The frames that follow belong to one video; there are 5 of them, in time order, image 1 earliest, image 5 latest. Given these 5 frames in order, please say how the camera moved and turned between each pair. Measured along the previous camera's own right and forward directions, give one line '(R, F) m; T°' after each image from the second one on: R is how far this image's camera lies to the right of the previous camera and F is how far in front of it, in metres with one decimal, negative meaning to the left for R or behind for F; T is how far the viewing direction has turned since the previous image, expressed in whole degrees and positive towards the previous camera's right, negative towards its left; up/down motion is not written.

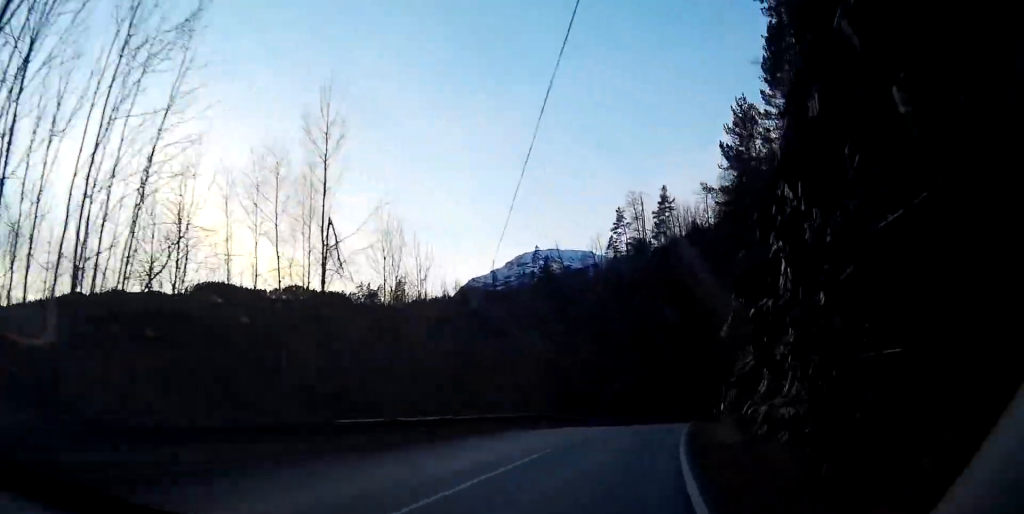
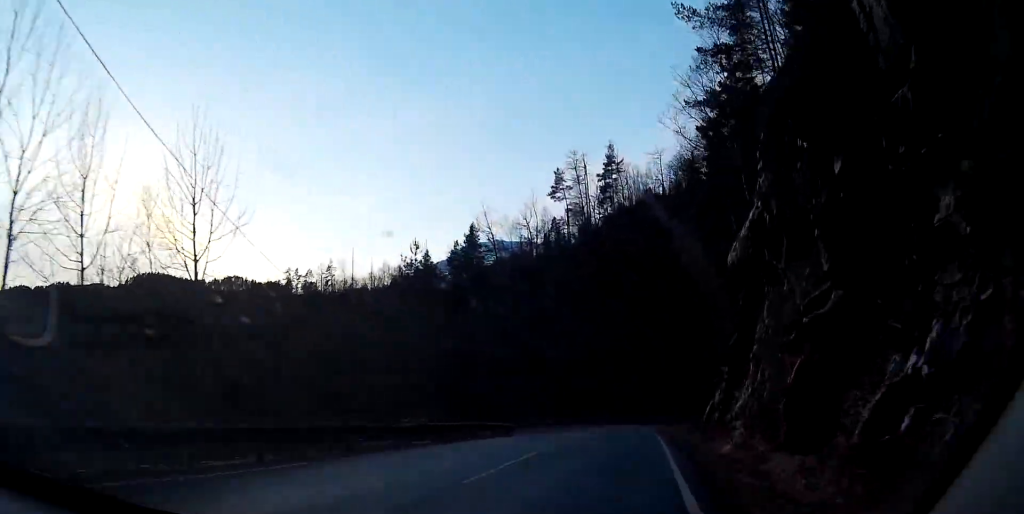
(+0.4, +18.6) m; +2°
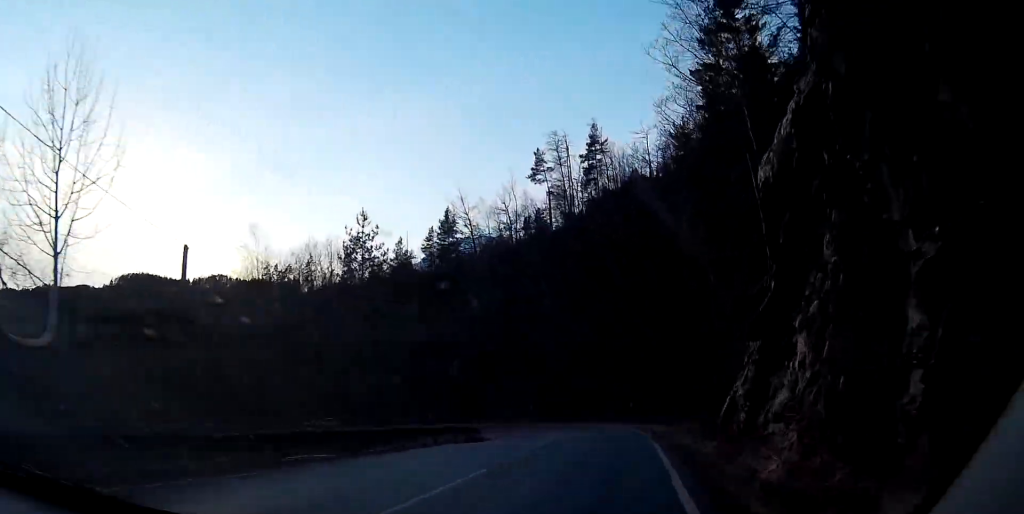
(+0.1, +6.7) m; 0°
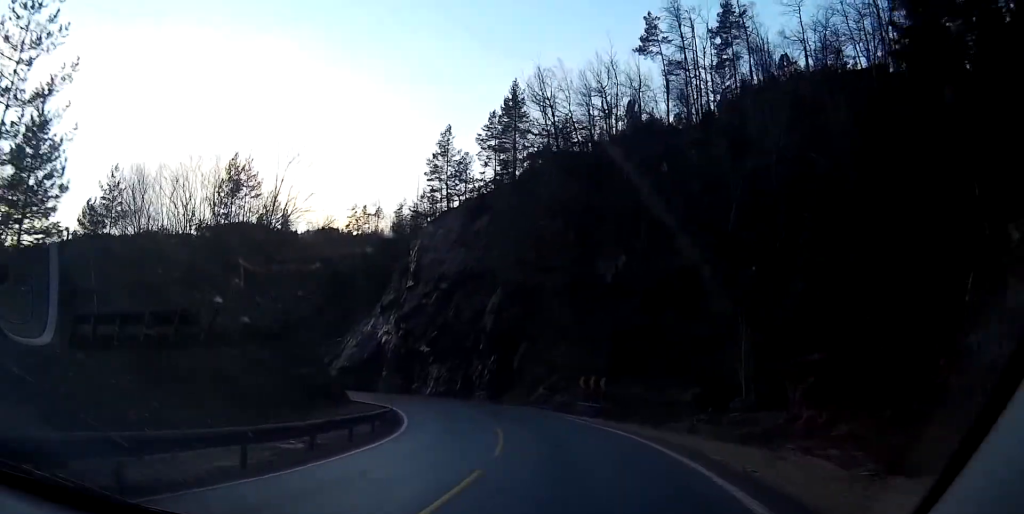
(-1.6, +36.4) m; -9°
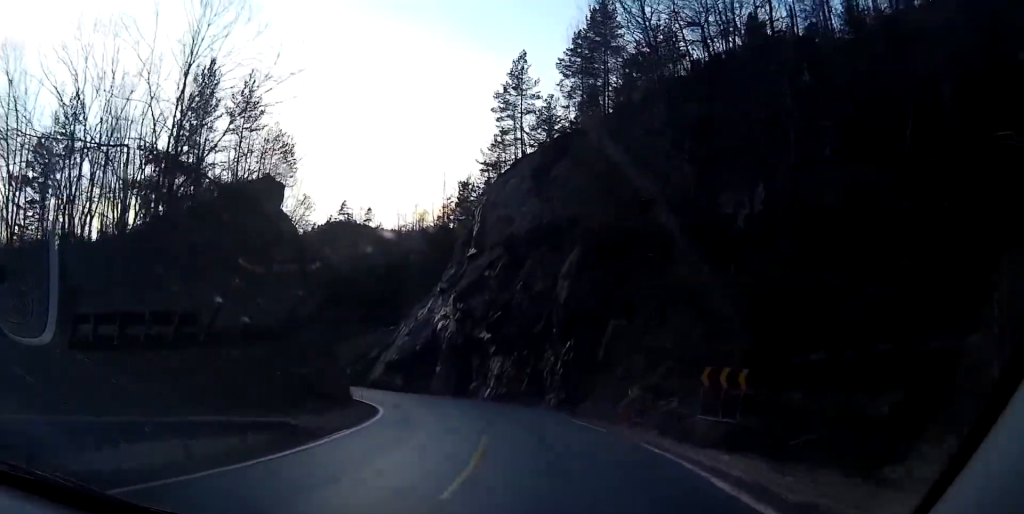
(-1.3, +18.9) m; -7°
